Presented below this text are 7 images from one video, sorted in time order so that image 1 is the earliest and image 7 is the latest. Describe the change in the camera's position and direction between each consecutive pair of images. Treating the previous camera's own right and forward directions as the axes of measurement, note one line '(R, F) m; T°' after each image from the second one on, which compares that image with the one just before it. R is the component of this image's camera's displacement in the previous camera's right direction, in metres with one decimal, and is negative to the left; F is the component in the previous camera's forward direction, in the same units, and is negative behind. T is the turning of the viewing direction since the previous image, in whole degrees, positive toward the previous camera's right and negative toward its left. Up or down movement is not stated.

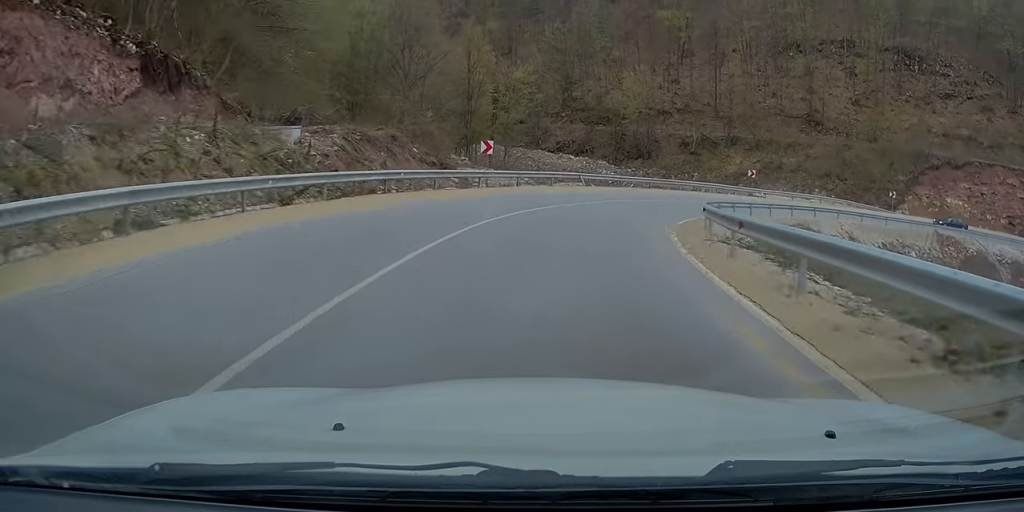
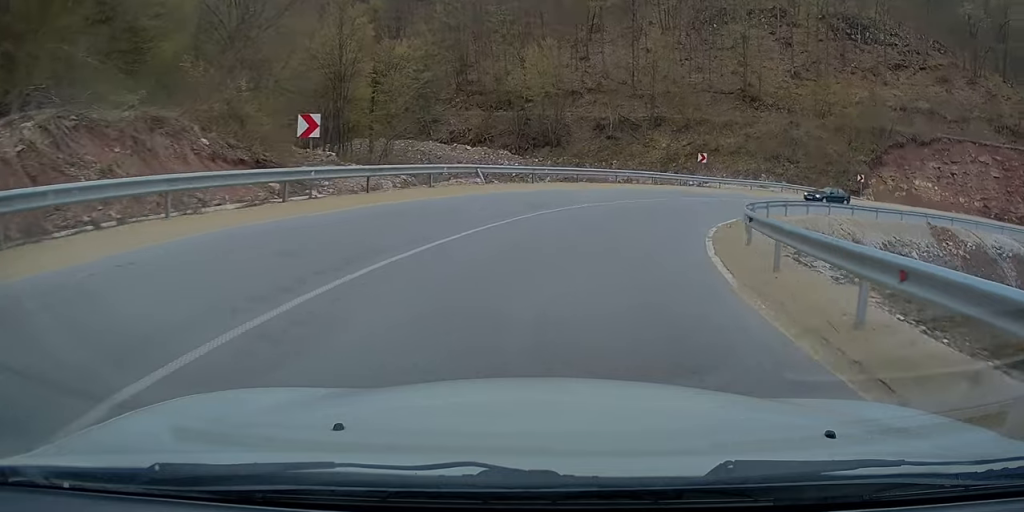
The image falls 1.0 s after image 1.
(+1.1, +12.4) m; +13°
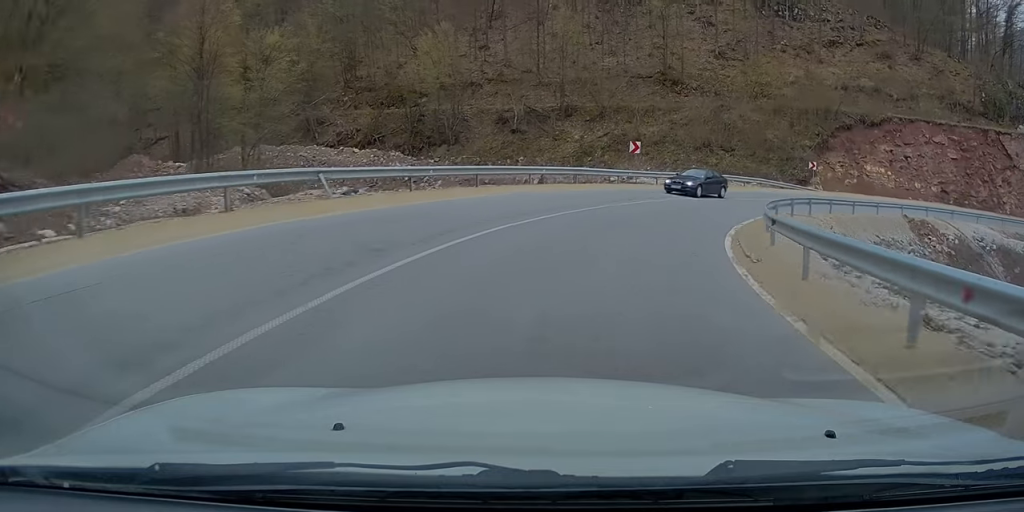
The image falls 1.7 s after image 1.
(+0.7, +8.6) m; +12°
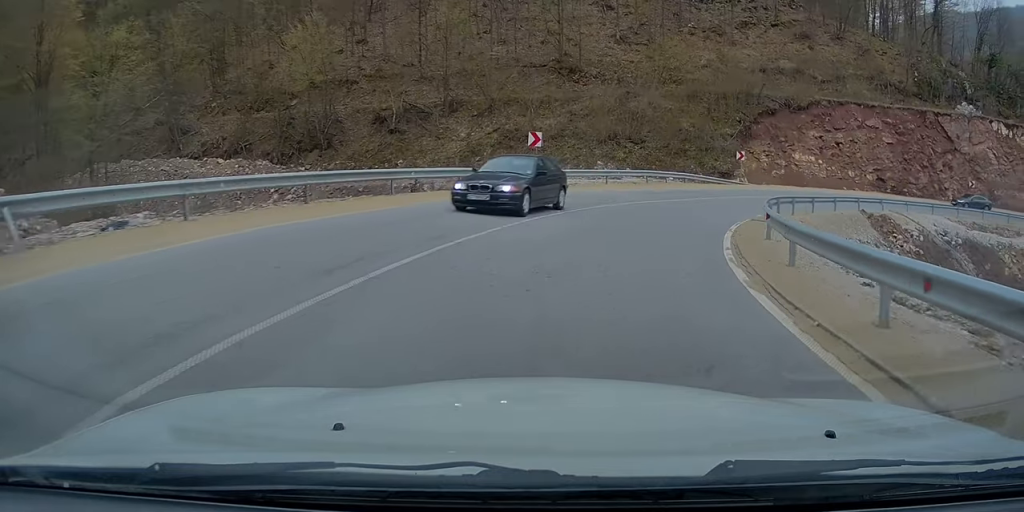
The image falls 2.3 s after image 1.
(+1.0, +7.6) m; +11°
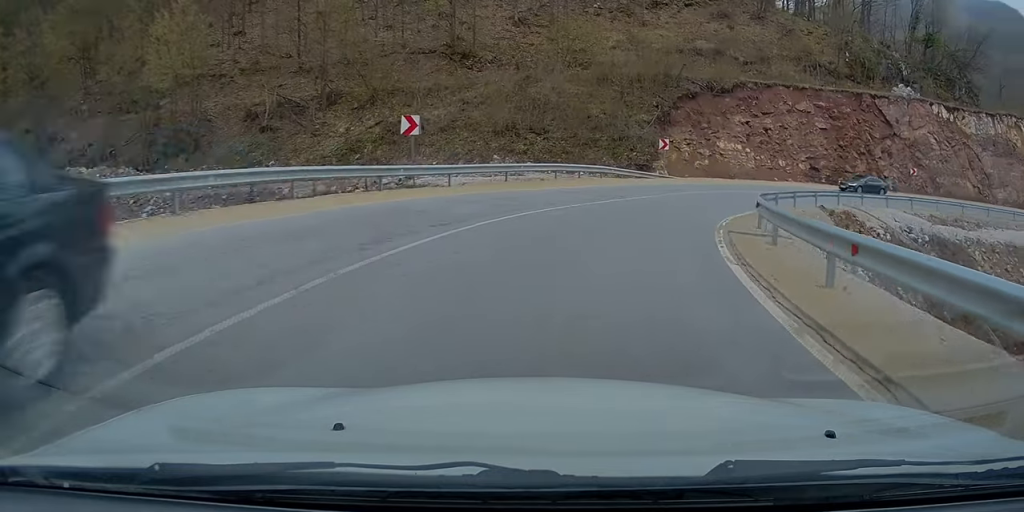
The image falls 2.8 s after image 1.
(+0.1, +6.9) m; +9°
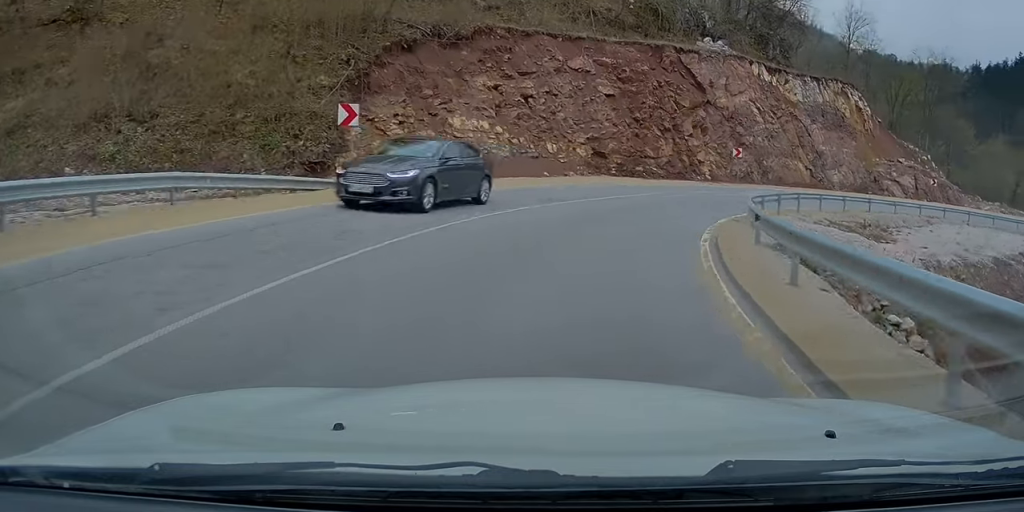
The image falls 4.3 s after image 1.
(+5.2, +19.4) m; +27°
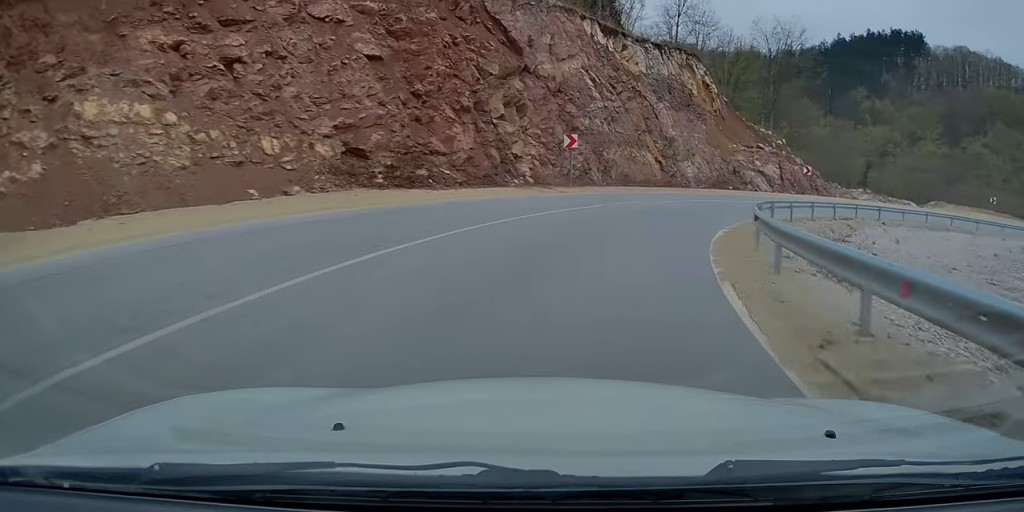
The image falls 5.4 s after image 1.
(+2.3, +14.5) m; +18°
